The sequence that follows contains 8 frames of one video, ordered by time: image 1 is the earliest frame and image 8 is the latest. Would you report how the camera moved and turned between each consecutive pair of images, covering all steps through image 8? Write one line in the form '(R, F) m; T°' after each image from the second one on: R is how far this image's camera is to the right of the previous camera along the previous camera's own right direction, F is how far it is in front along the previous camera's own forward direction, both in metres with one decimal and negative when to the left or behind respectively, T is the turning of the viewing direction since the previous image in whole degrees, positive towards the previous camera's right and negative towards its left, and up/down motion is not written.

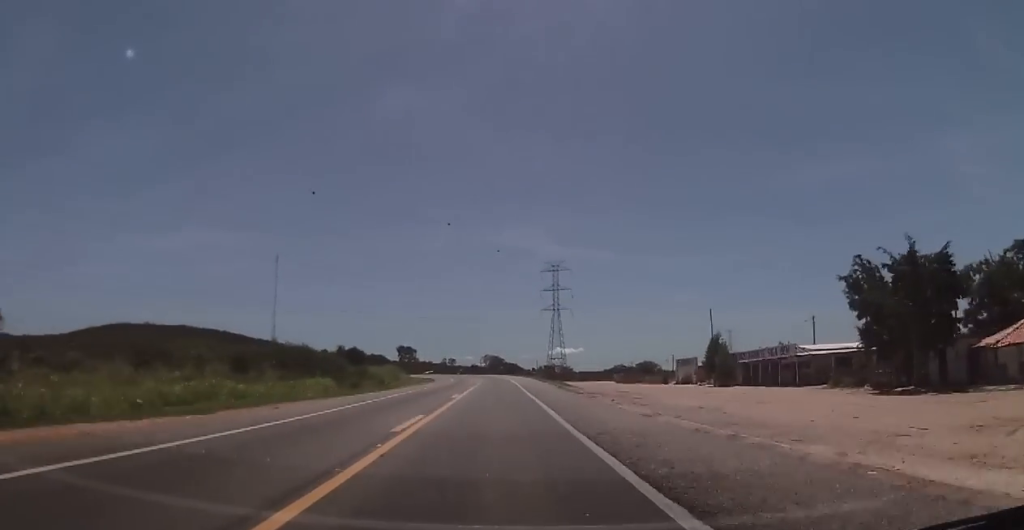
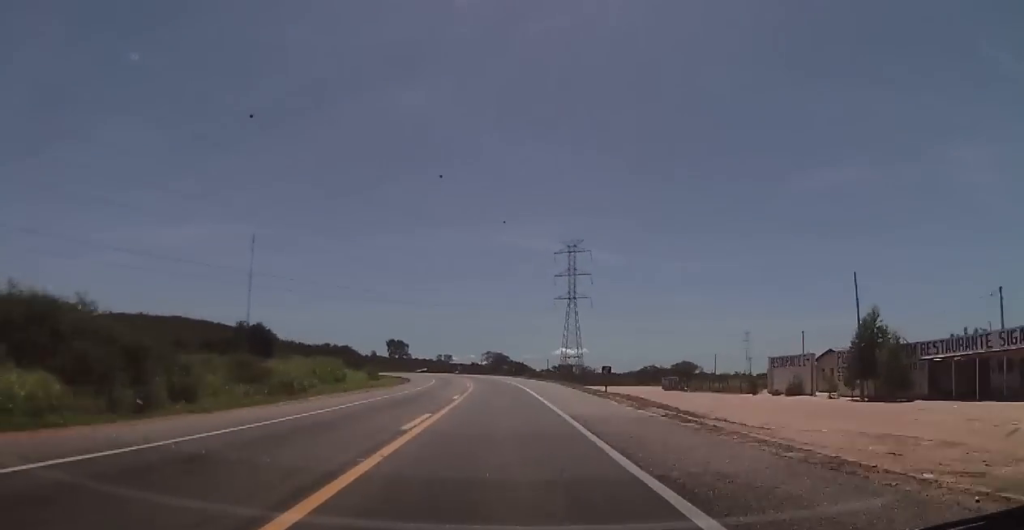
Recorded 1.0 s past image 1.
(+0.7, +36.0) m; 0°
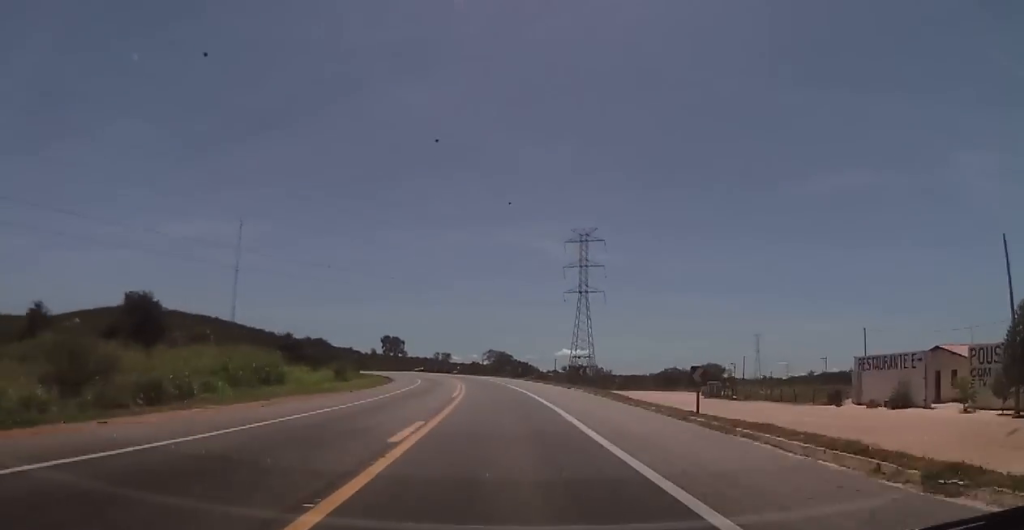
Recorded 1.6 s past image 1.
(-0.5, +18.1) m; -1°
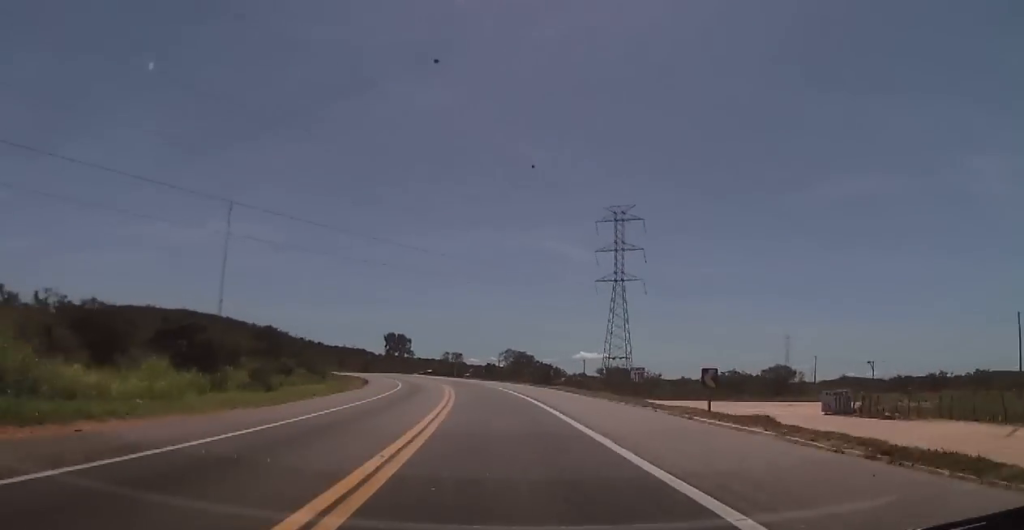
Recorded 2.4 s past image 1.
(-0.2, +27.4) m; 0°
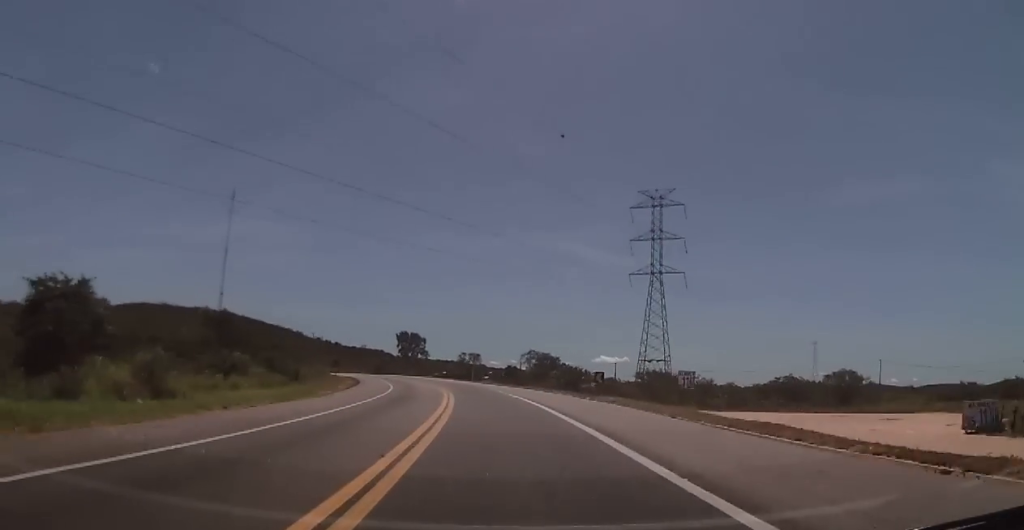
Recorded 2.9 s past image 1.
(+0.2, +16.1) m; 0°
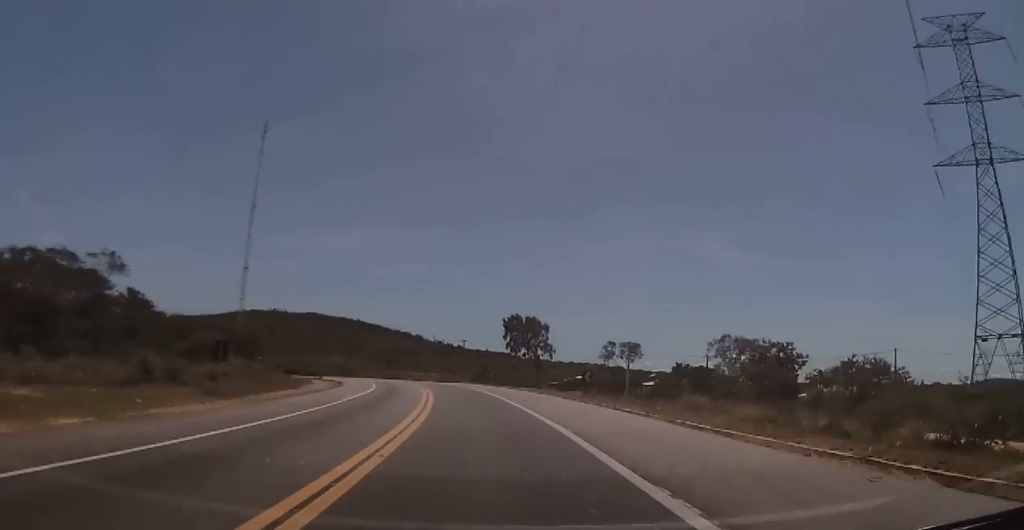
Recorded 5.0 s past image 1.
(-3.4, +65.2) m; -8°
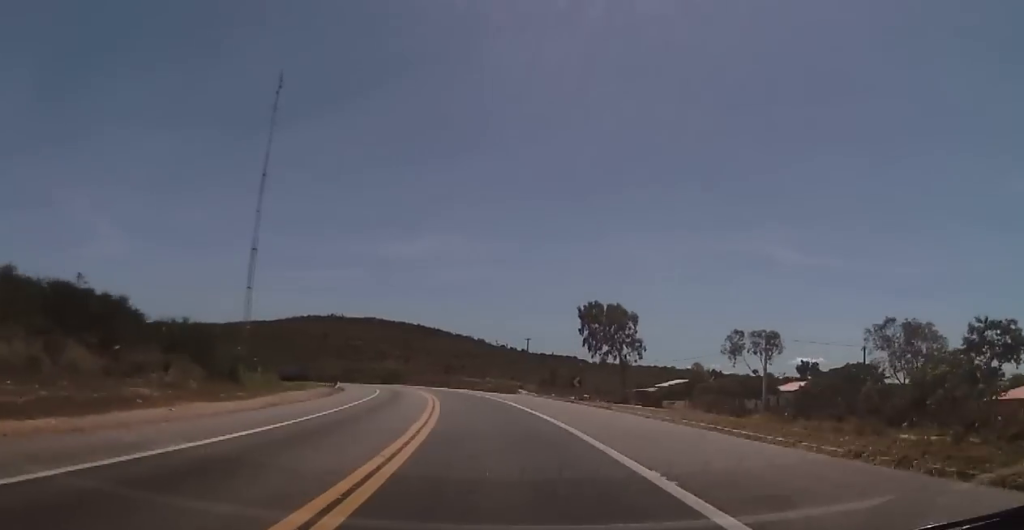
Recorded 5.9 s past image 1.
(-1.2, +27.5) m; -5°
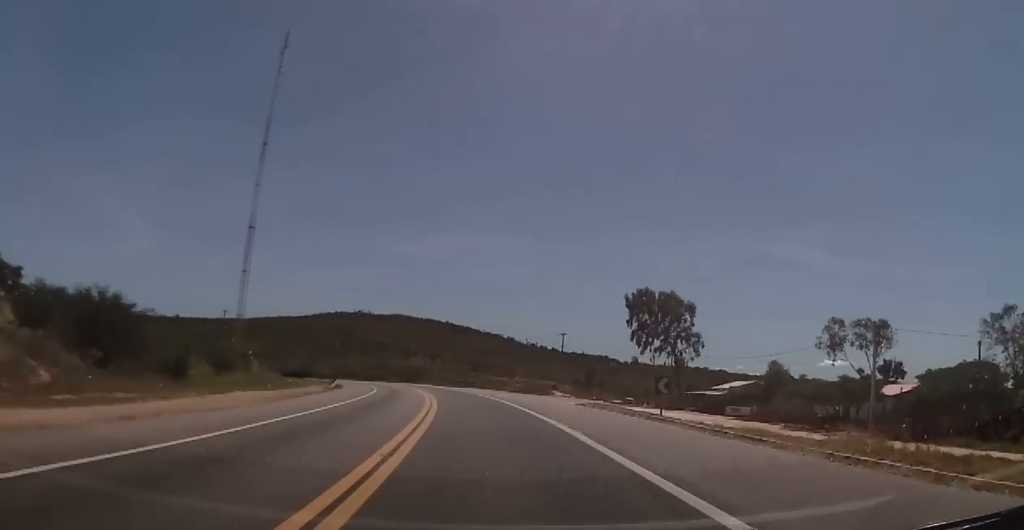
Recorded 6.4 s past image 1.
(-0.5, +14.3) m; -2°
